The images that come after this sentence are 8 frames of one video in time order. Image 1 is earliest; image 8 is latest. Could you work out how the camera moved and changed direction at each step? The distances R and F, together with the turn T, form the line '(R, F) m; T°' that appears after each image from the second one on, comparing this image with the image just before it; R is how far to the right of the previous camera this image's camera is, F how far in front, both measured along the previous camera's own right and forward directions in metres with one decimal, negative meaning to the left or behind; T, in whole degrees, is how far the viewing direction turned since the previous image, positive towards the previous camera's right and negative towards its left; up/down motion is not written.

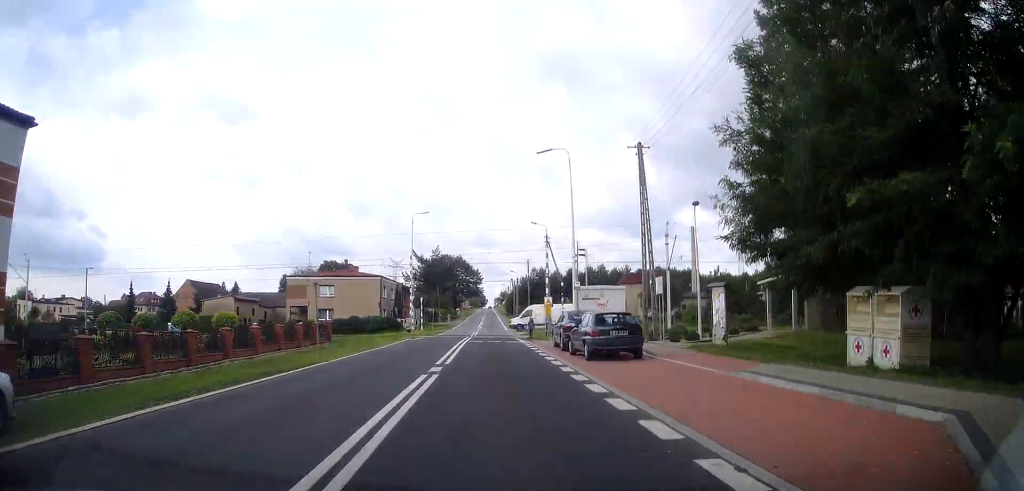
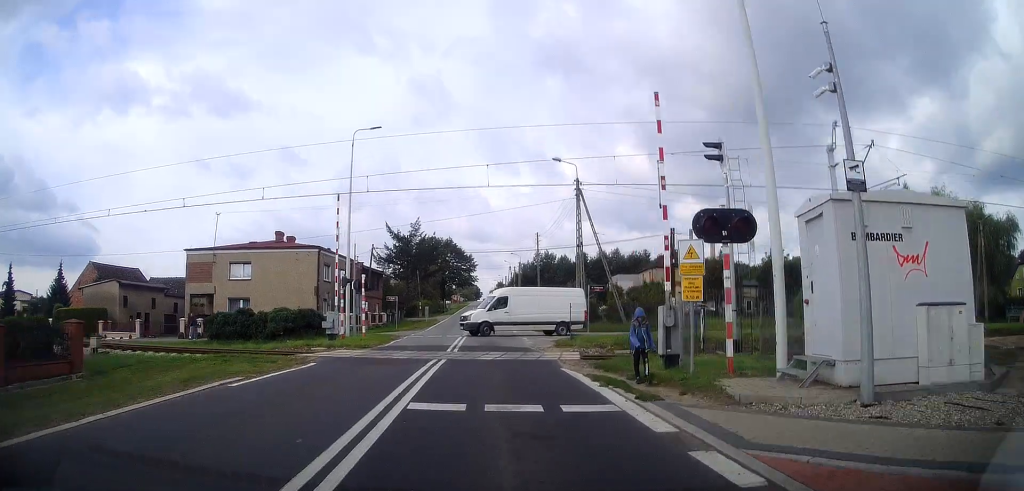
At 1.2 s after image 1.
(0.0, +25.3) m; +1°
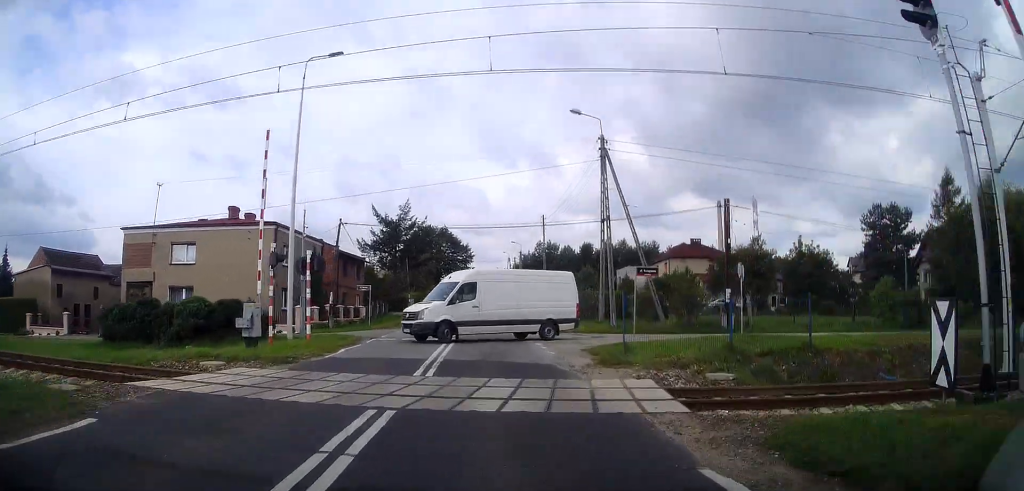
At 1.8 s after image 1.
(+0.1, +10.6) m; 0°
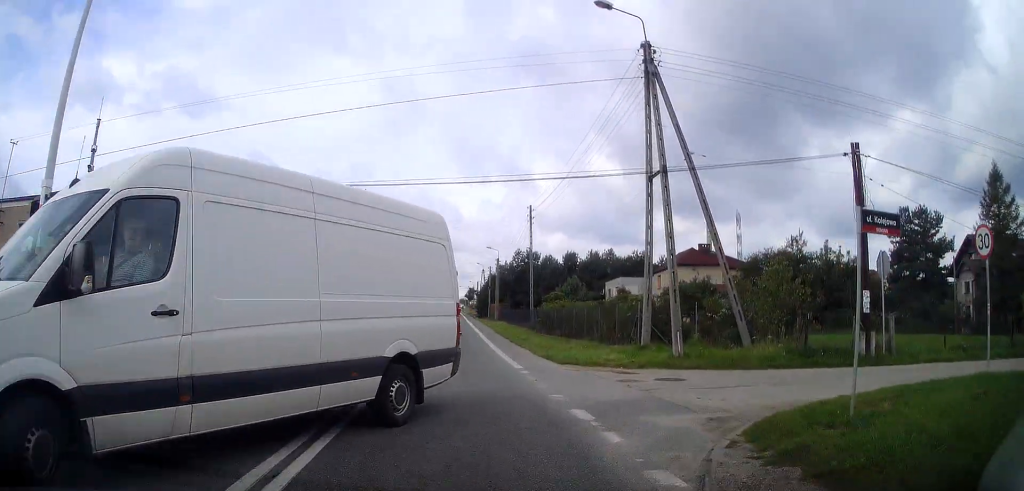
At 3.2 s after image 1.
(0.0, +18.1) m; +2°
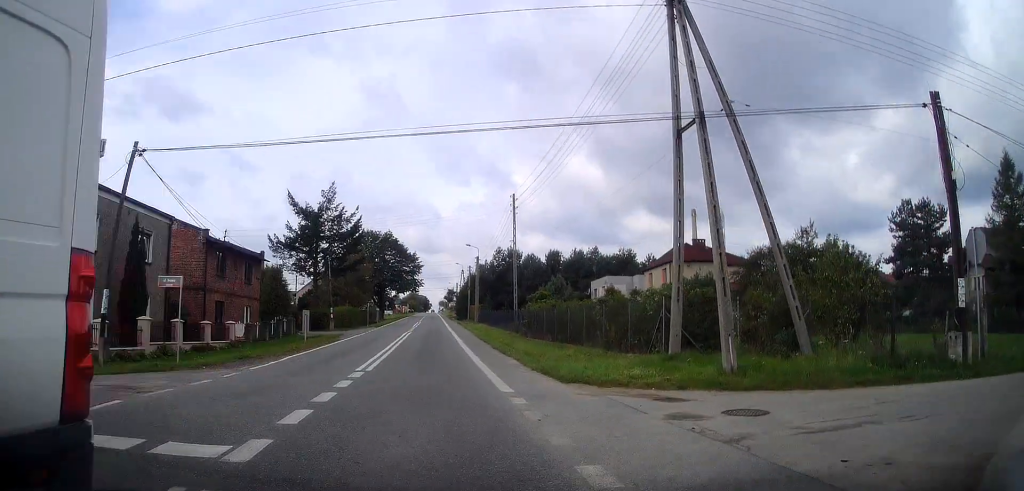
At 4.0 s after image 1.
(+0.1, +5.8) m; 0°
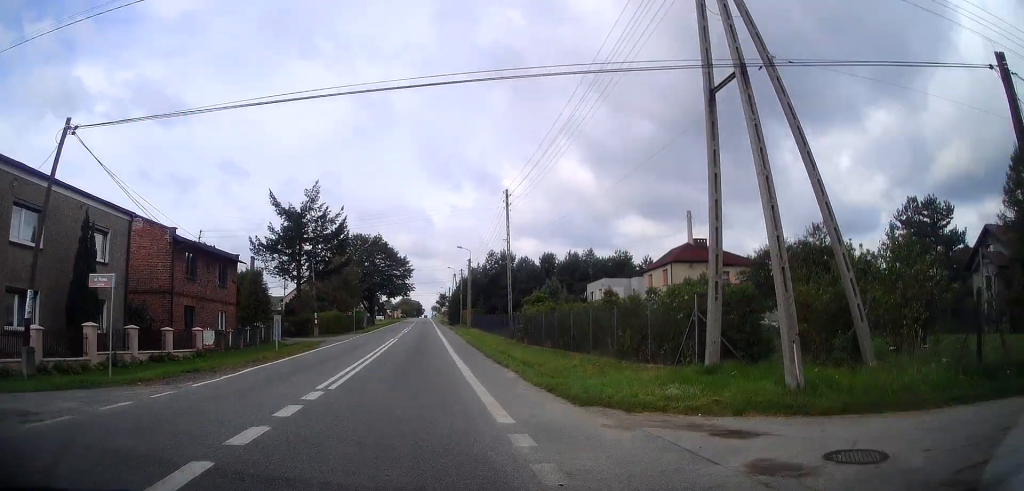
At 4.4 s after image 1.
(+0.2, +2.6) m; -1°
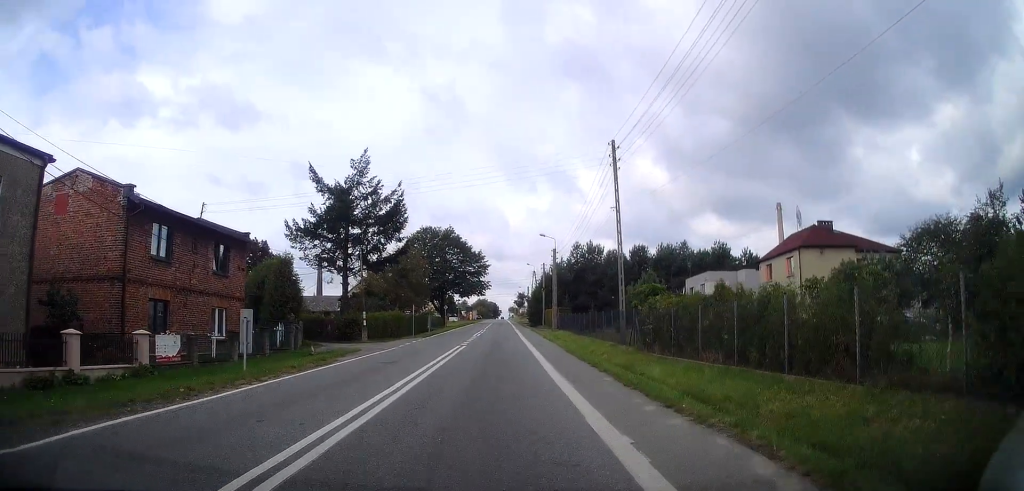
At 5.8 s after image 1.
(-0.5, +8.8) m; -4°
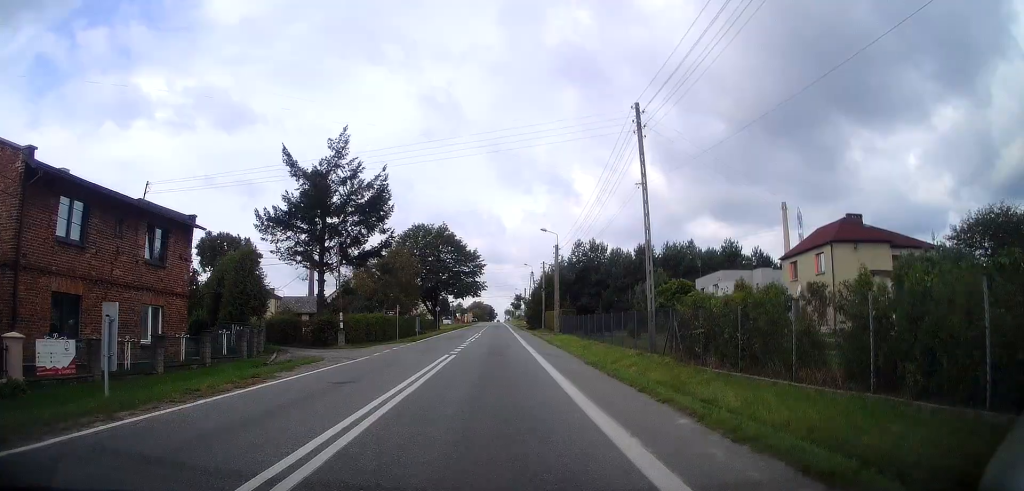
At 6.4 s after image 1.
(+0.1, +4.4) m; -1°
